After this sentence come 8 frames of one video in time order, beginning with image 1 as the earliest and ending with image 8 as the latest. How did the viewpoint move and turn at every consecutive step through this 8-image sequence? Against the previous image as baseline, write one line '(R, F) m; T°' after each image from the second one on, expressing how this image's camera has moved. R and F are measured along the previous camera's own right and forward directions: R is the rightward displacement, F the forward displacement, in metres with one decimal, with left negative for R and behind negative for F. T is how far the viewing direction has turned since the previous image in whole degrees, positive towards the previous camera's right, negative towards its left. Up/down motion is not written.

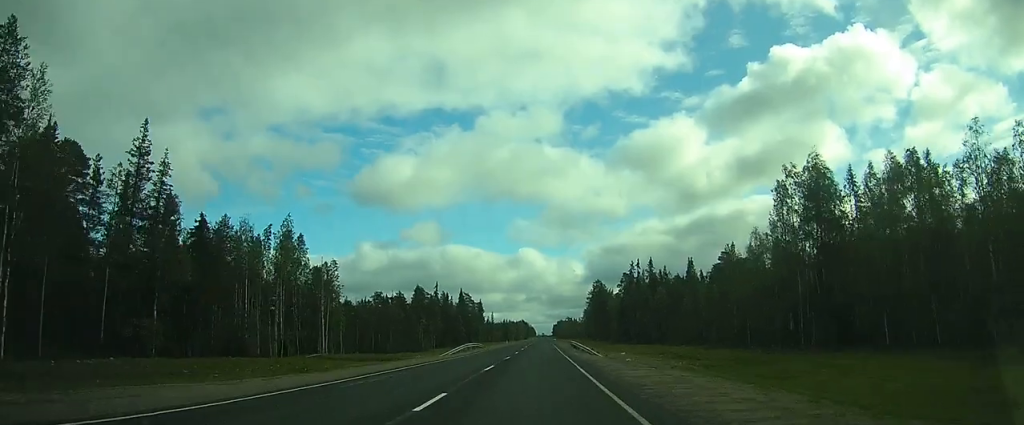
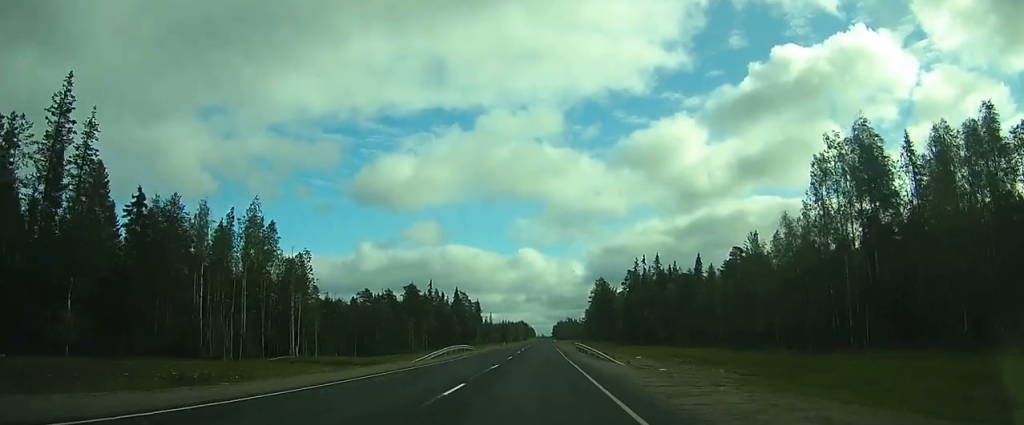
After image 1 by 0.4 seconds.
(-0.1, +8.6) m; -1°
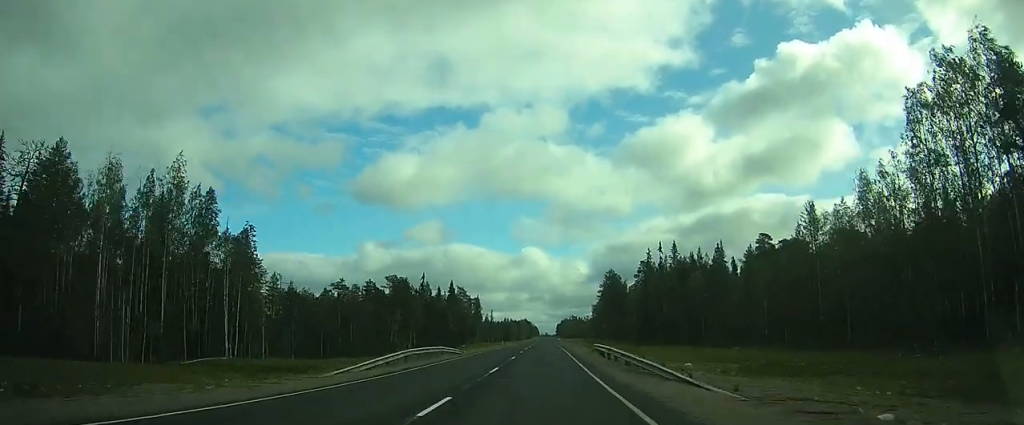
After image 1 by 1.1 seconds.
(0.0, +14.6) m; 0°
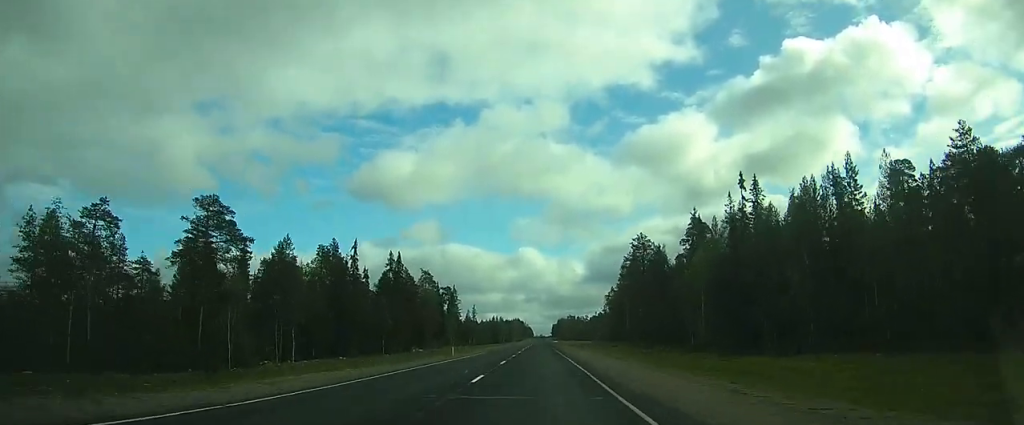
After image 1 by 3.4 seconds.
(+0.6, +51.2) m; +1°
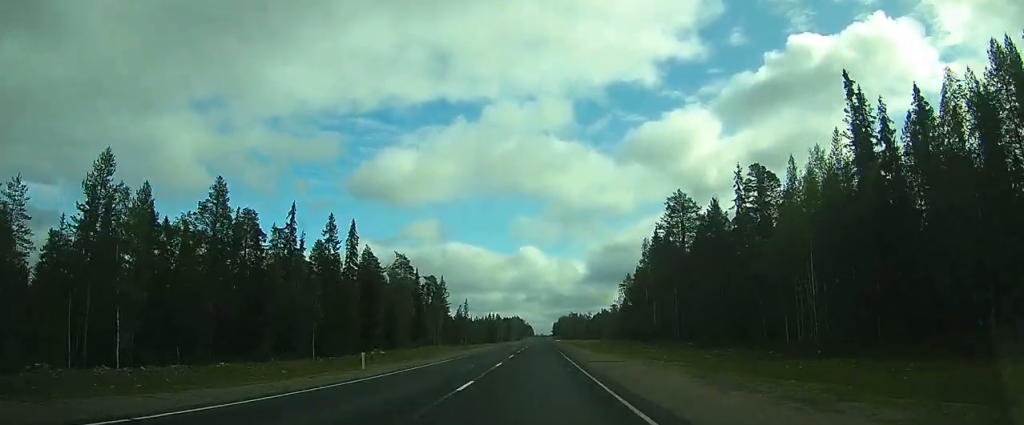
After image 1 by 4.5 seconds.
(0.0, +26.2) m; 0°
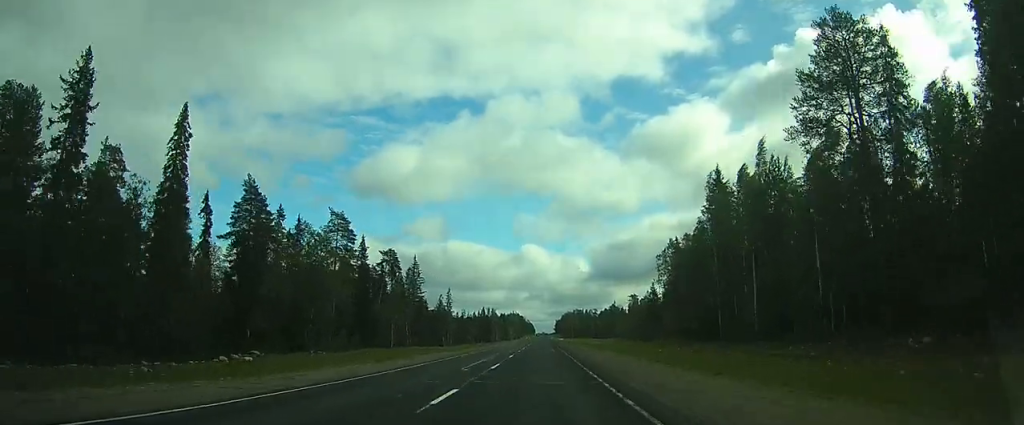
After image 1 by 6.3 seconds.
(-0.2, +39.1) m; -1°
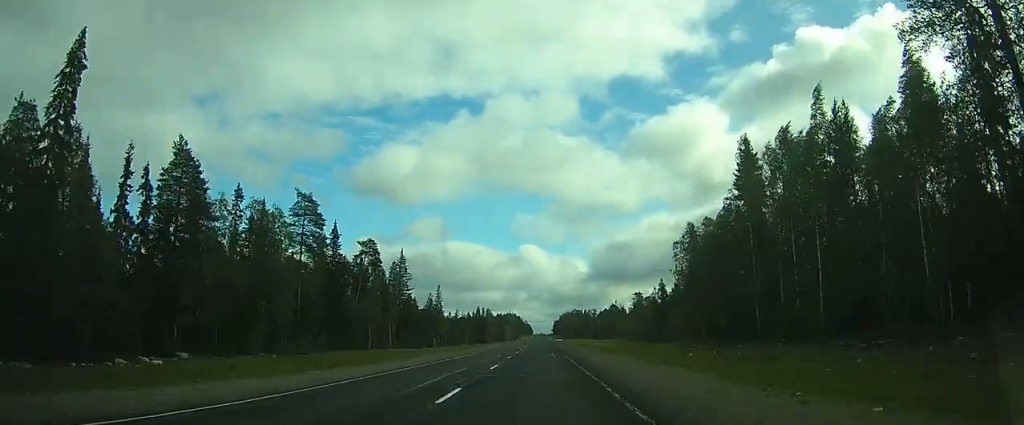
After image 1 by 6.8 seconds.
(0.0, +11.3) m; -1°
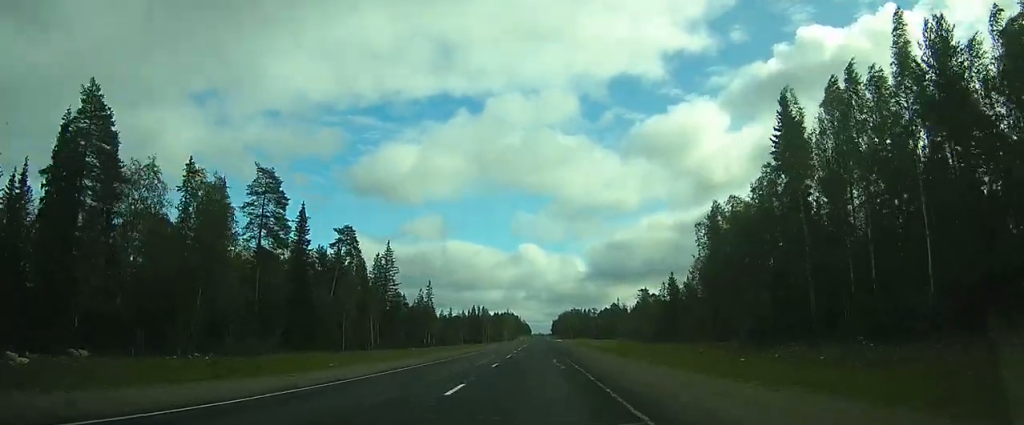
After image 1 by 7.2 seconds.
(-0.1, +10.5) m; -1°
